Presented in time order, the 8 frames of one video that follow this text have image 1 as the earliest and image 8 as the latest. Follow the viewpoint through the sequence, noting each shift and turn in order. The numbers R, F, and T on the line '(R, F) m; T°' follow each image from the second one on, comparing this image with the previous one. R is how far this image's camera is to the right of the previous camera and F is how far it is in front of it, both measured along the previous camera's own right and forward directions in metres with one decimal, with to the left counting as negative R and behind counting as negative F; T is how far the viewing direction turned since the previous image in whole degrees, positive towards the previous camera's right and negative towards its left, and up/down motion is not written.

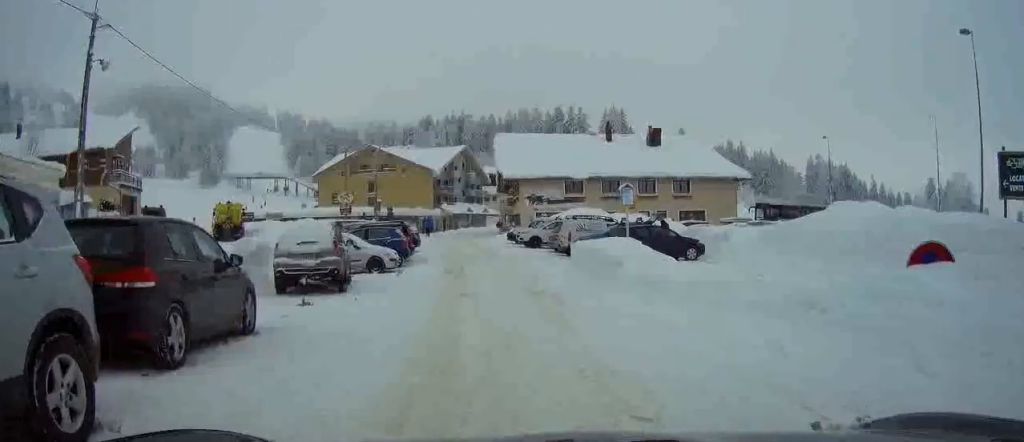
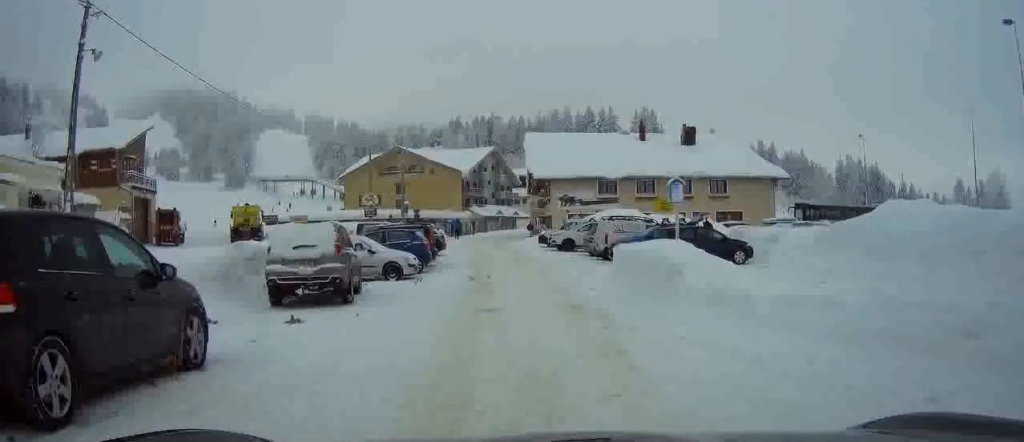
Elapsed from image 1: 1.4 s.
(-0.1, +2.5) m; -1°
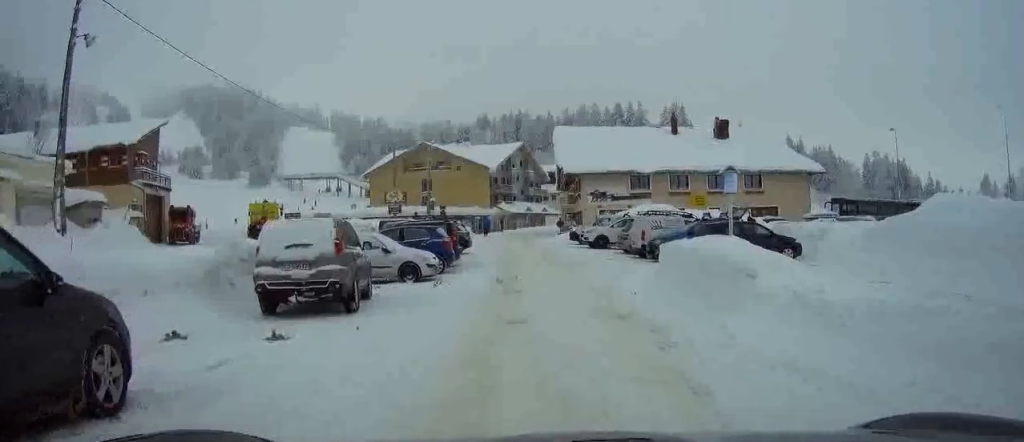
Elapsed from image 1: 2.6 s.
(+0.1, +2.2) m; 0°
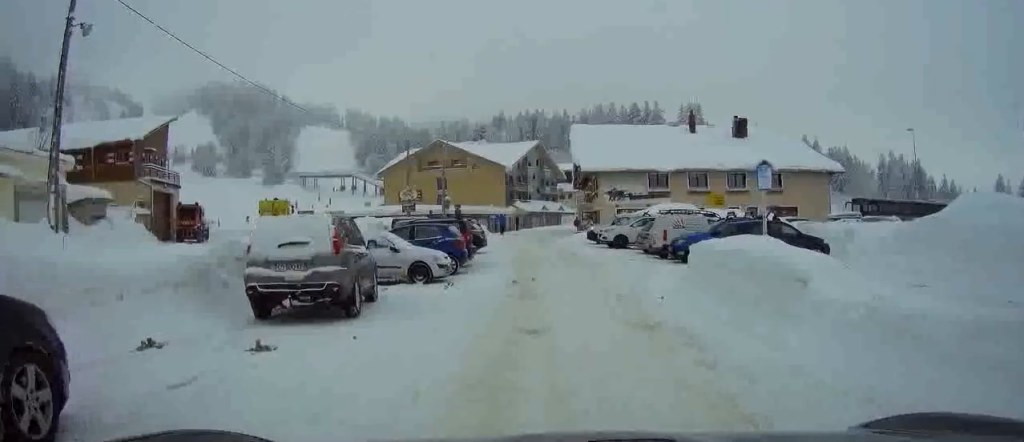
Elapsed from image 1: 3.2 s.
(-0.1, +1.2) m; -4°
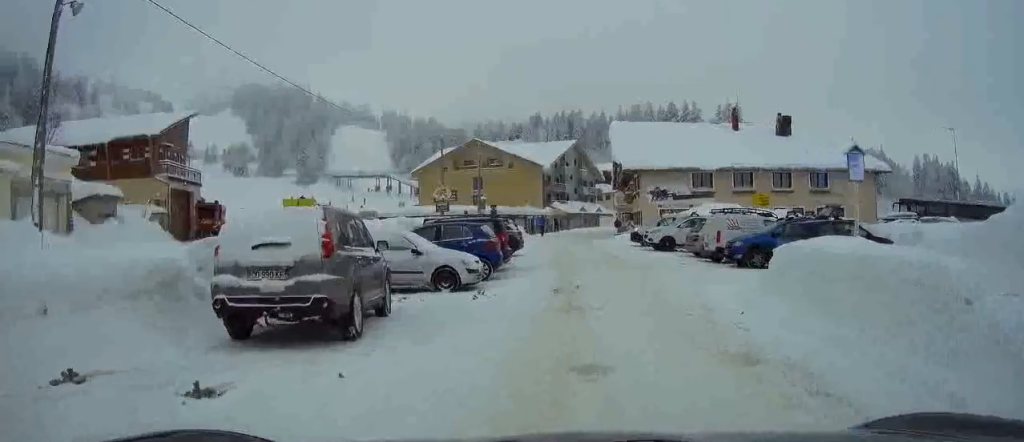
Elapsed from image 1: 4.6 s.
(-0.1, +2.4) m; +1°
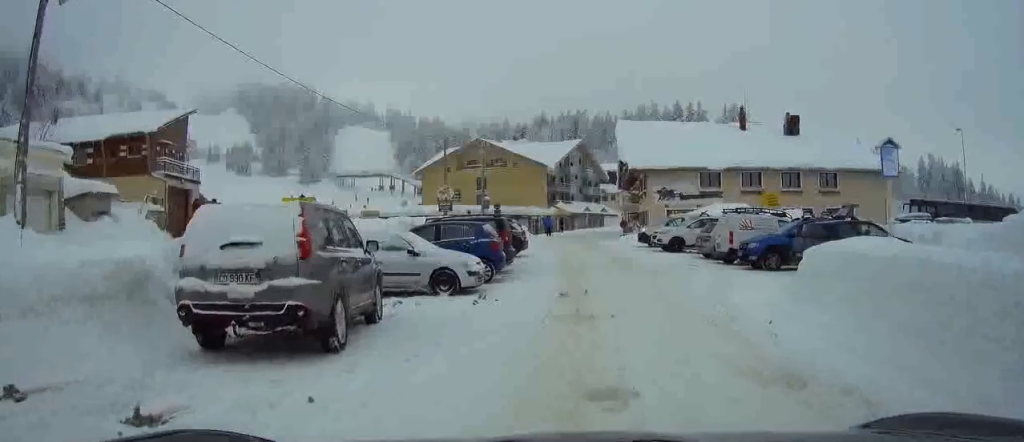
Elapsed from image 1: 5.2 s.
(+0.1, +1.2) m; -2°
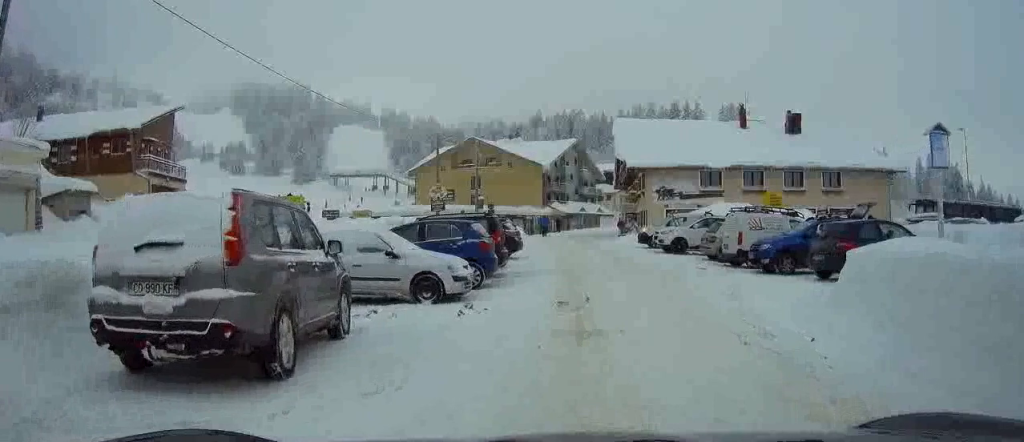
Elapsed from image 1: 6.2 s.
(-0.1, +1.7) m; -2°
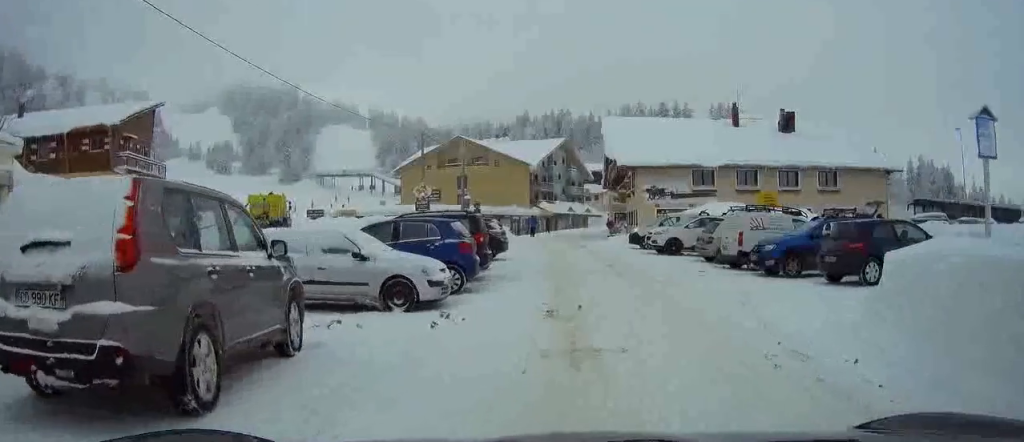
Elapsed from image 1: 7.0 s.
(0.0, +1.6) m; +1°
